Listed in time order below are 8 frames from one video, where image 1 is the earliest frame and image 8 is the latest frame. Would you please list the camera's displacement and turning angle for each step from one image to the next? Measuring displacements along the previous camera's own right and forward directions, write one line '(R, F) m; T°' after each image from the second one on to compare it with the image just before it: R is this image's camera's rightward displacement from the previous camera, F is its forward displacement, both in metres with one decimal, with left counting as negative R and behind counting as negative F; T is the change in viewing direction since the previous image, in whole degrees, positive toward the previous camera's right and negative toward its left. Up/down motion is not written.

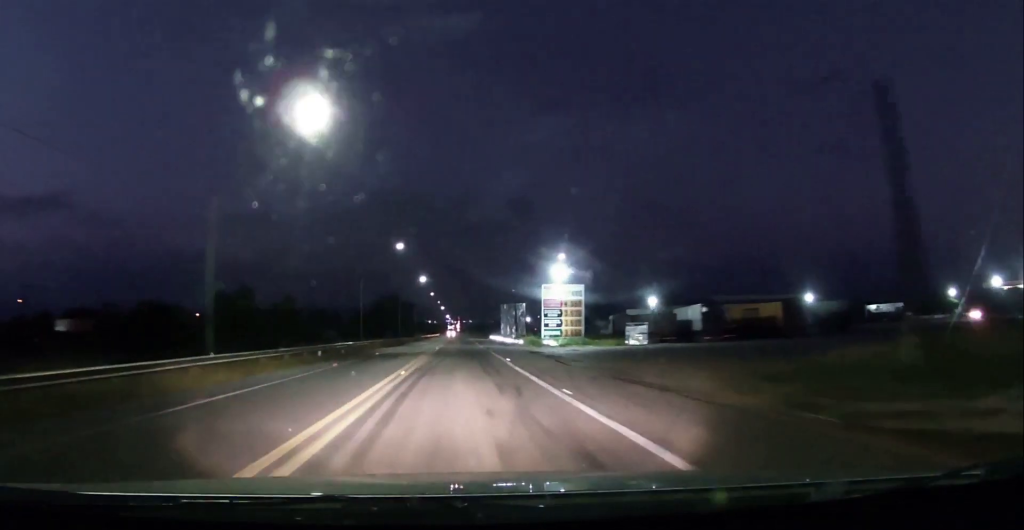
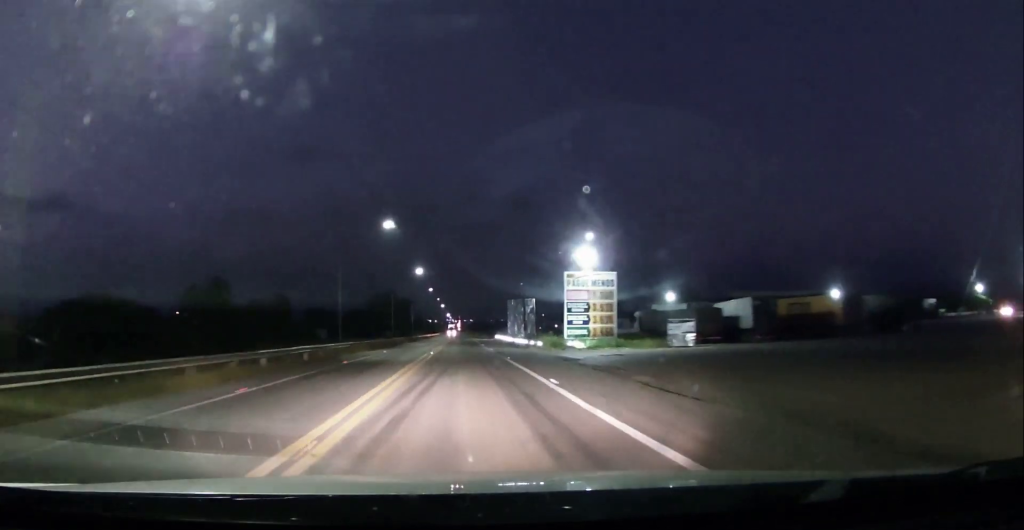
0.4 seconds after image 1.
(0.0, +12.4) m; 0°
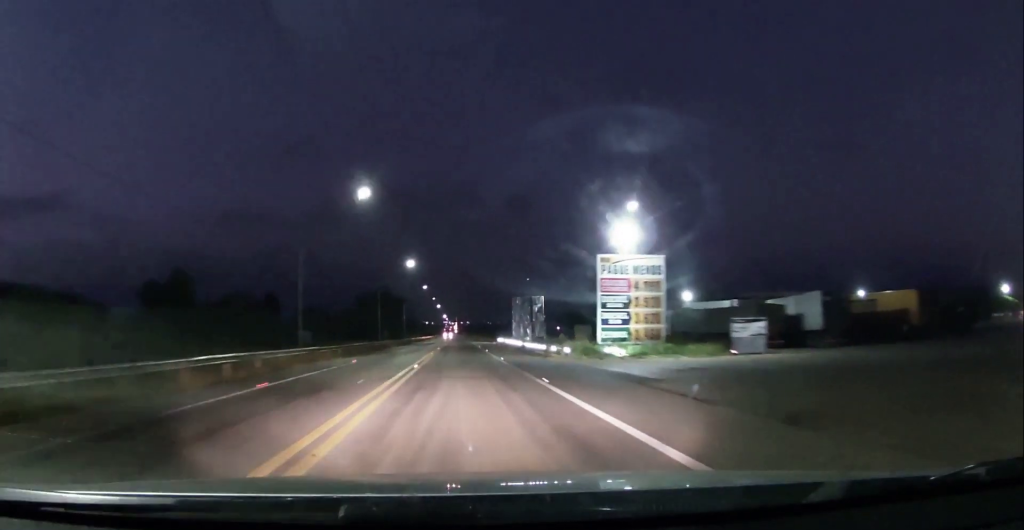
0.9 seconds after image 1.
(+0.1, +12.4) m; 0°
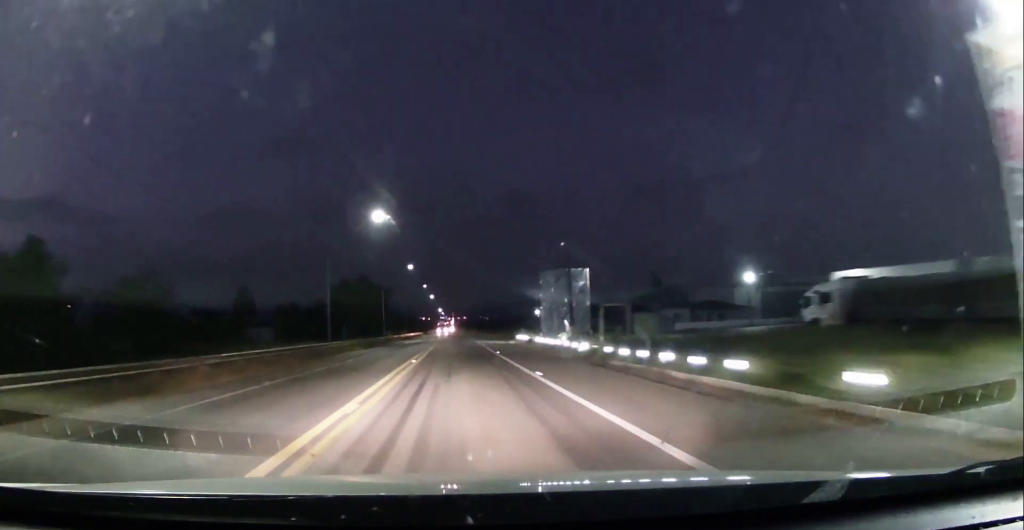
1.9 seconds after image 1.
(0.0, +29.8) m; 0°
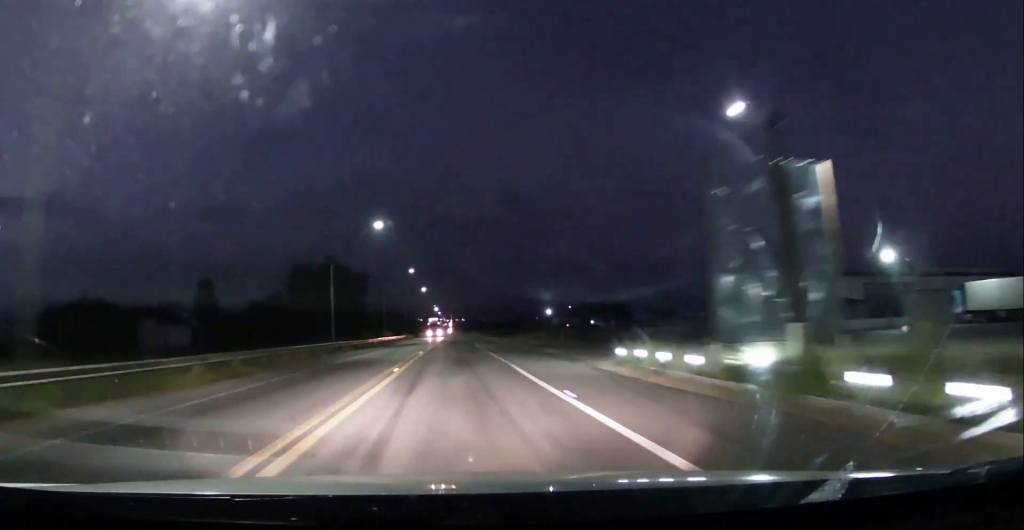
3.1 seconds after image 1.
(-0.1, +35.8) m; 0°
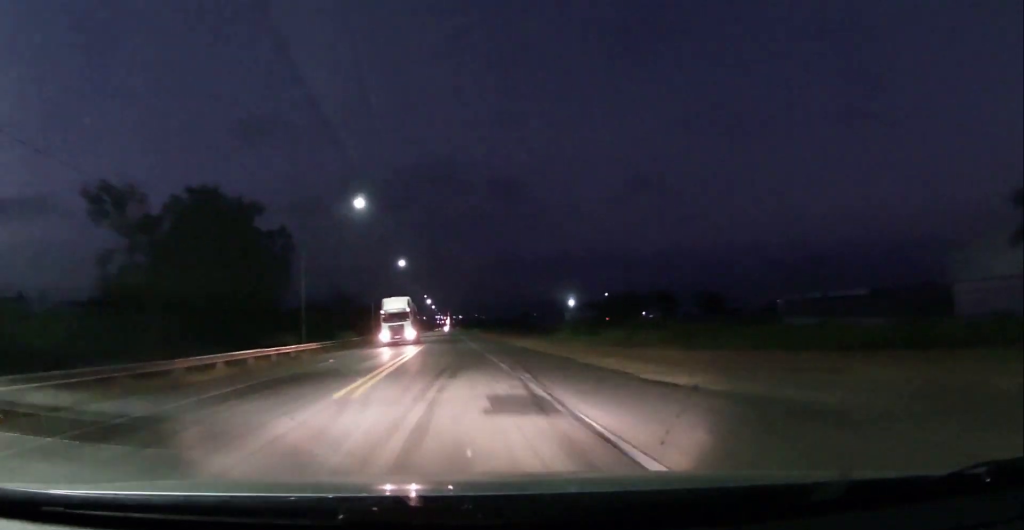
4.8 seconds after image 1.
(+0.4, +49.3) m; +1°
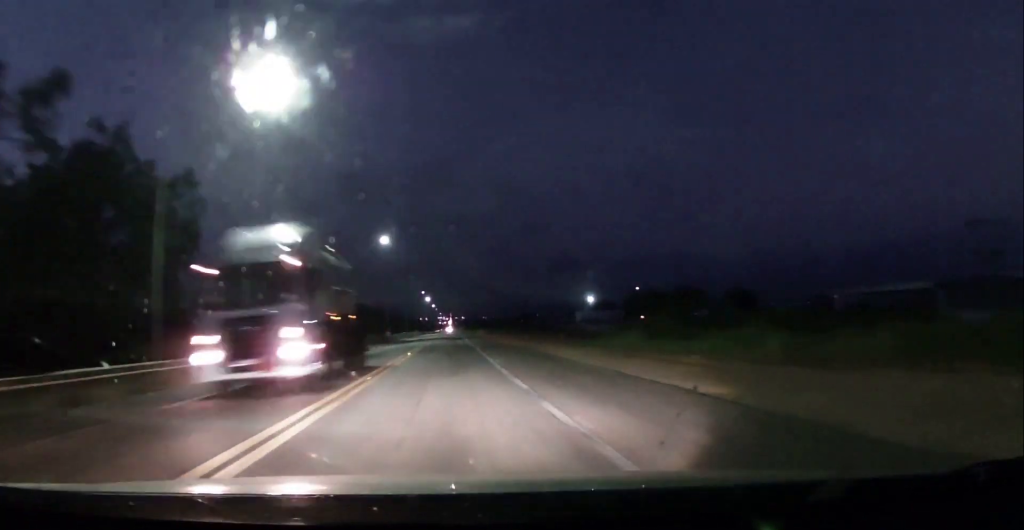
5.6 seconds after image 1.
(+0.2, +22.9) m; 0°
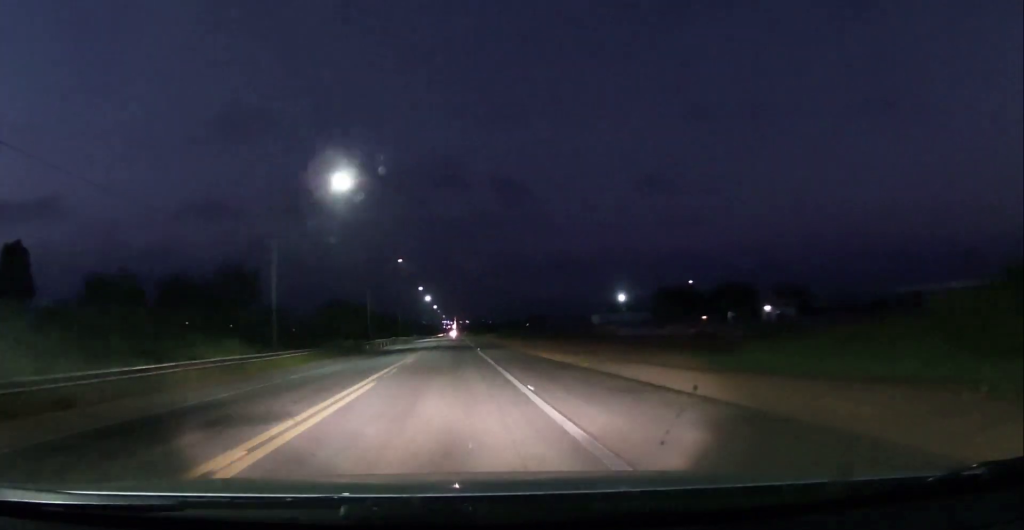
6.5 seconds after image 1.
(-0.2, +25.5) m; 0°
